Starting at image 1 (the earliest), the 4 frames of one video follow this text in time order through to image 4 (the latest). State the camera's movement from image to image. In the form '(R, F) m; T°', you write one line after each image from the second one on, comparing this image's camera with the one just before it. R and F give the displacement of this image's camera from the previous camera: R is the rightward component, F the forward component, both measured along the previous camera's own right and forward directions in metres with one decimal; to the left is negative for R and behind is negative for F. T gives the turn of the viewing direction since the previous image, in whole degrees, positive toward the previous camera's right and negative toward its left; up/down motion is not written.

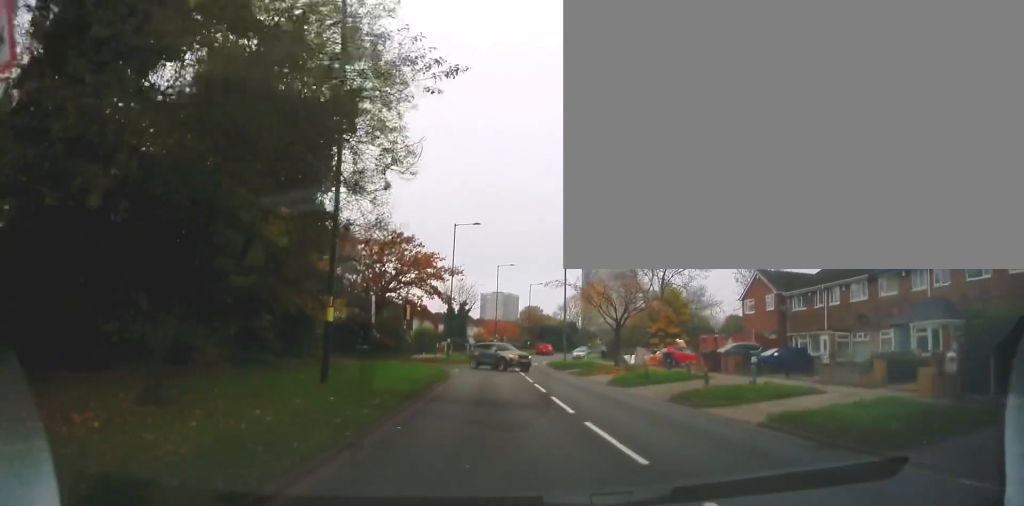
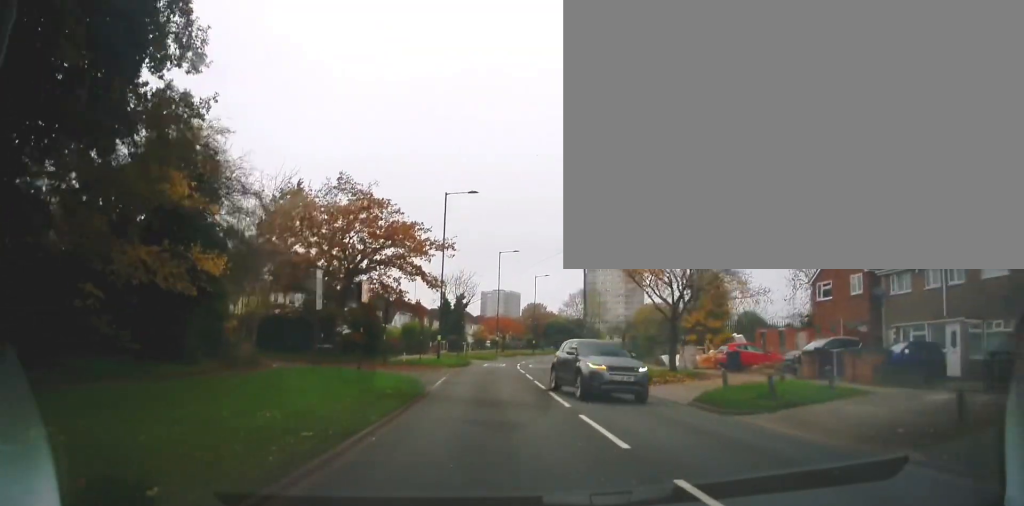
(-0.6, +11.1) m; -3°
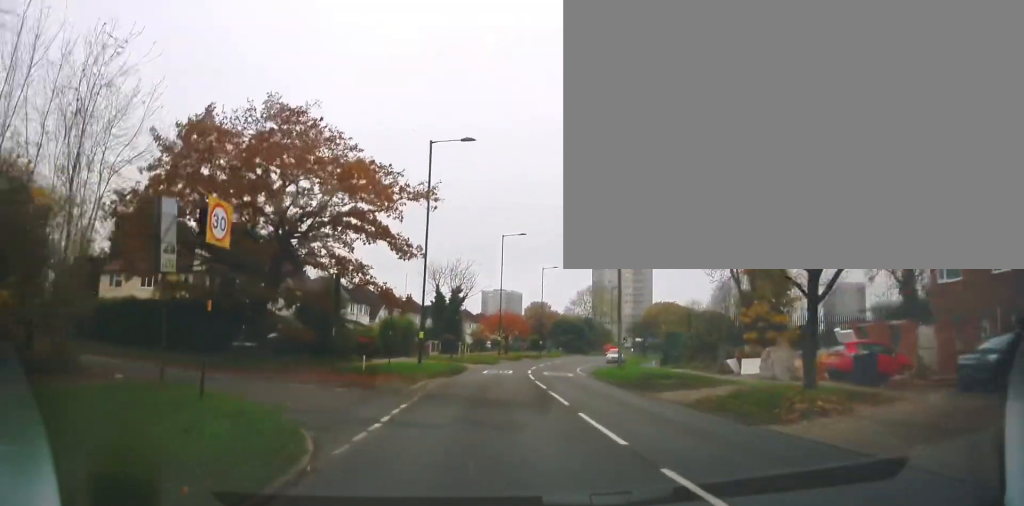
(+0.5, +11.5) m; +2°
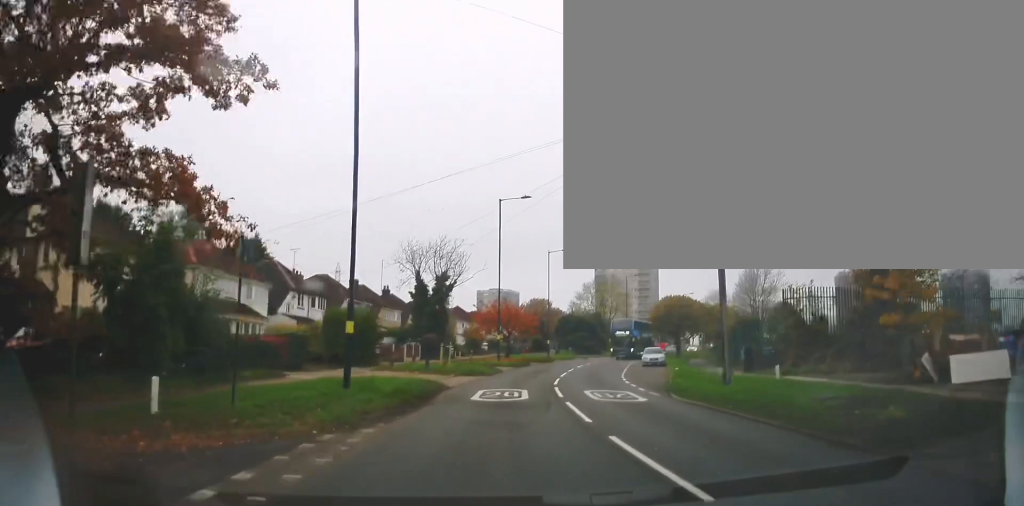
(-0.7, +15.5) m; -1°
